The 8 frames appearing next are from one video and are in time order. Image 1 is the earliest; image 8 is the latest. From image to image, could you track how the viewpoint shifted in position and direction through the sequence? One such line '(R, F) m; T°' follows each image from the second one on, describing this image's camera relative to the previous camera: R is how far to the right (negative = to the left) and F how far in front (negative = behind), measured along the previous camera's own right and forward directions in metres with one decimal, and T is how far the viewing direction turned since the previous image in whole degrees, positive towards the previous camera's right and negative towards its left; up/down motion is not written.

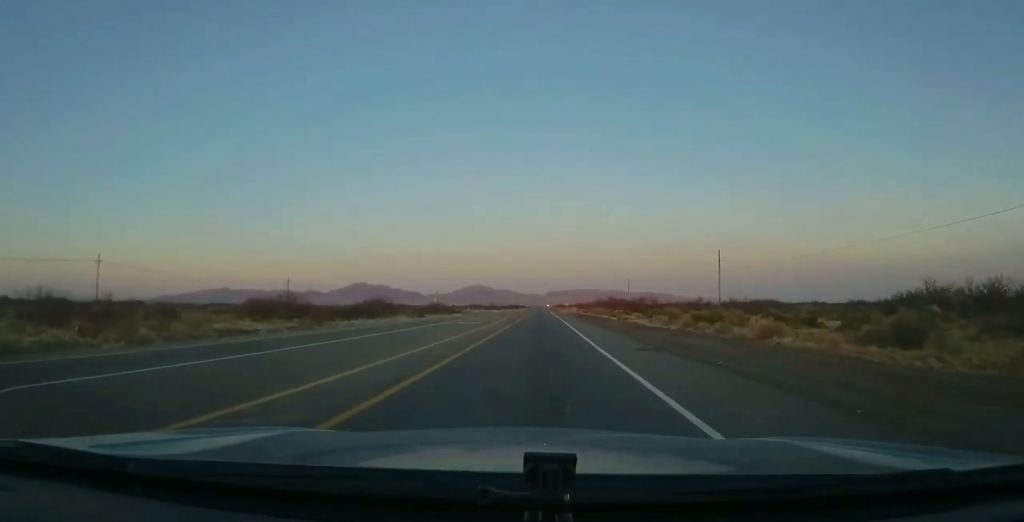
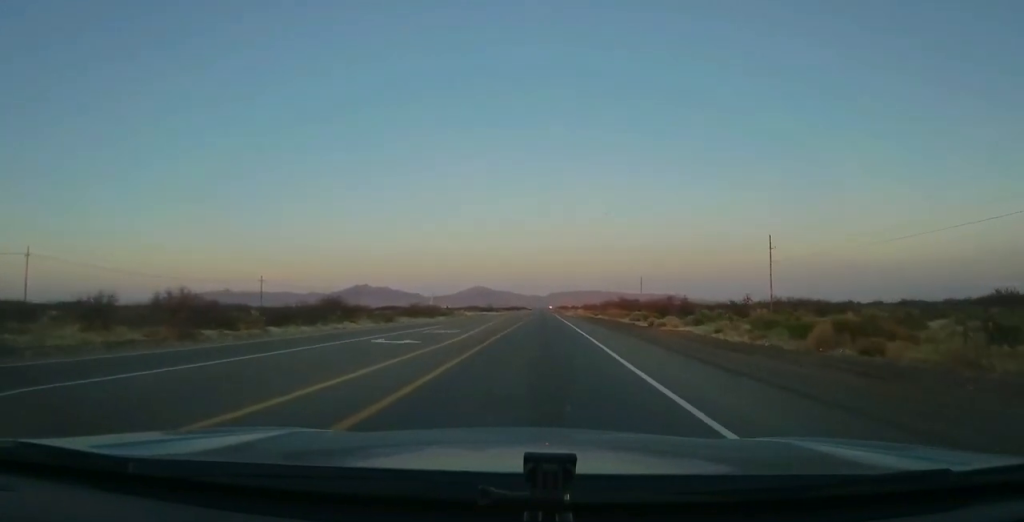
(0.0, +20.8) m; 0°
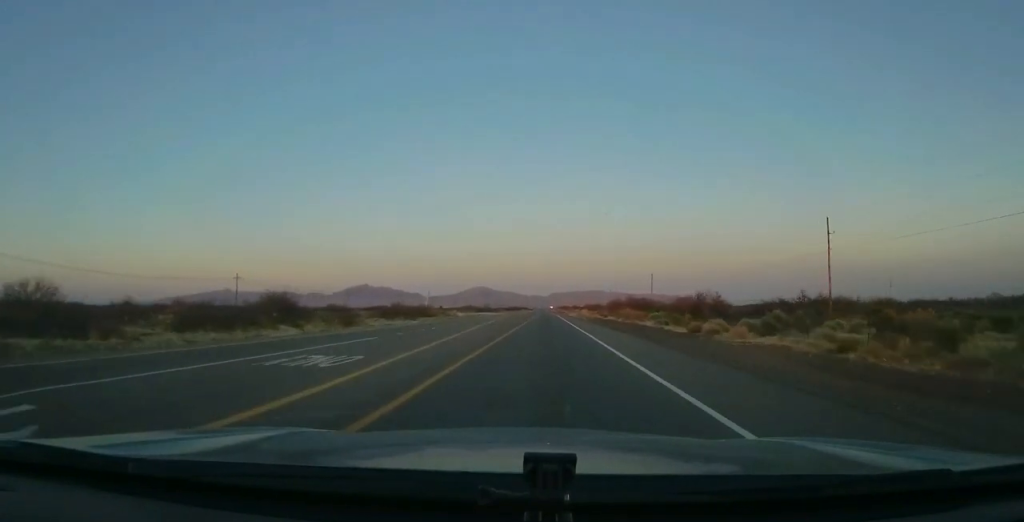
(-0.3, +15.6) m; 0°
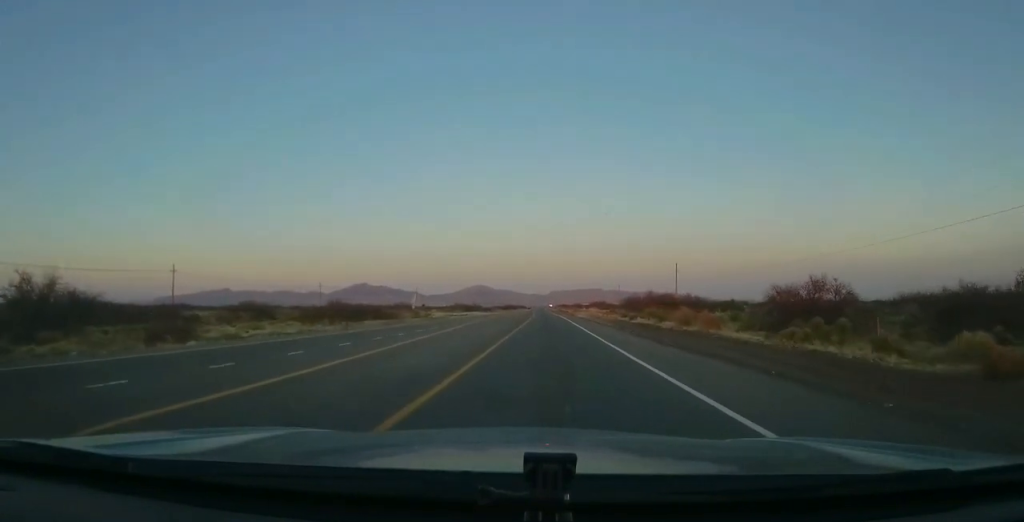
(+0.3, +29.7) m; -1°
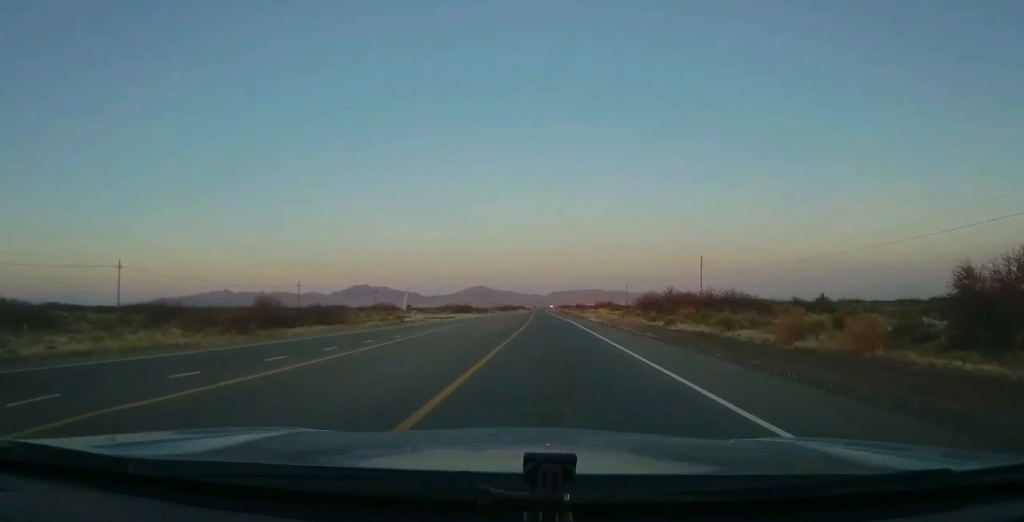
(-0.3, +19.9) m; -2°
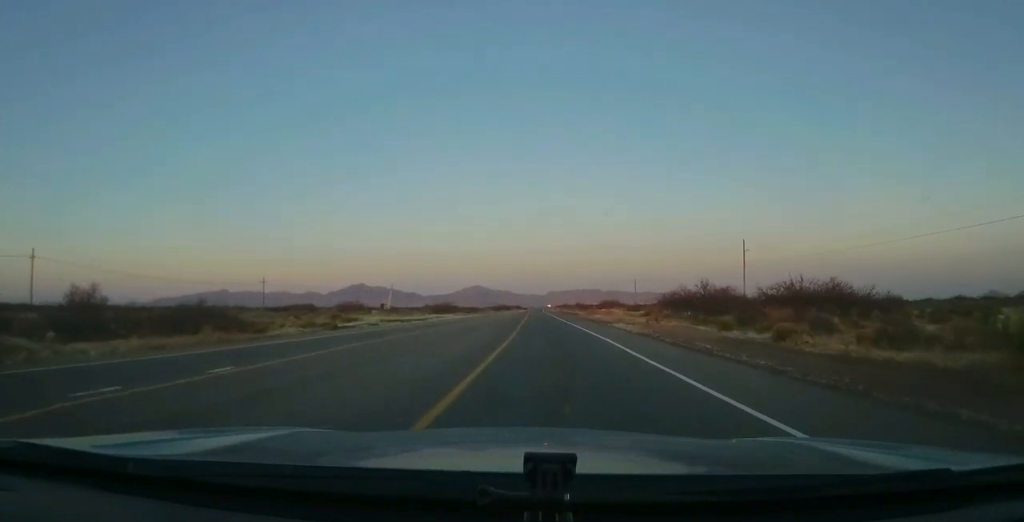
(-0.5, +24.4) m; 0°
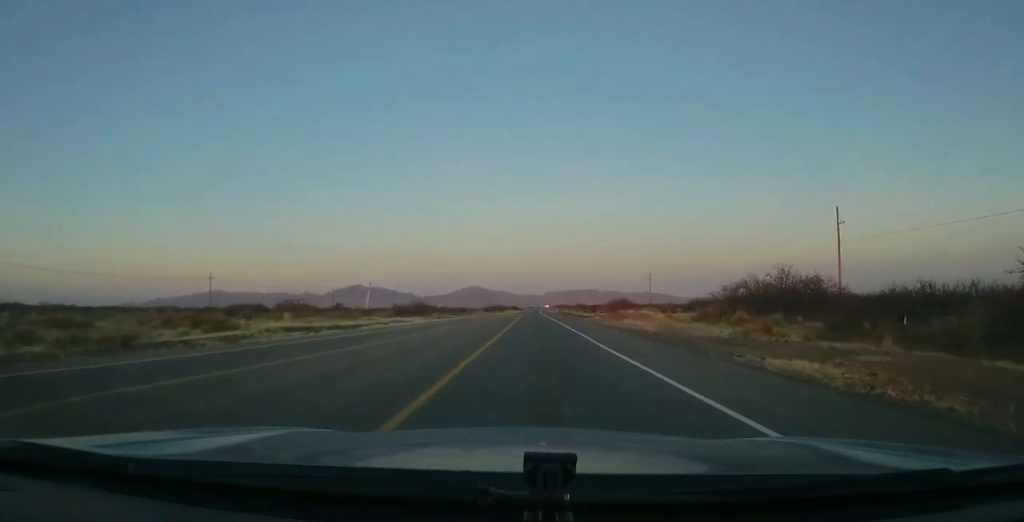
(+1.0, +28.9) m; +2°
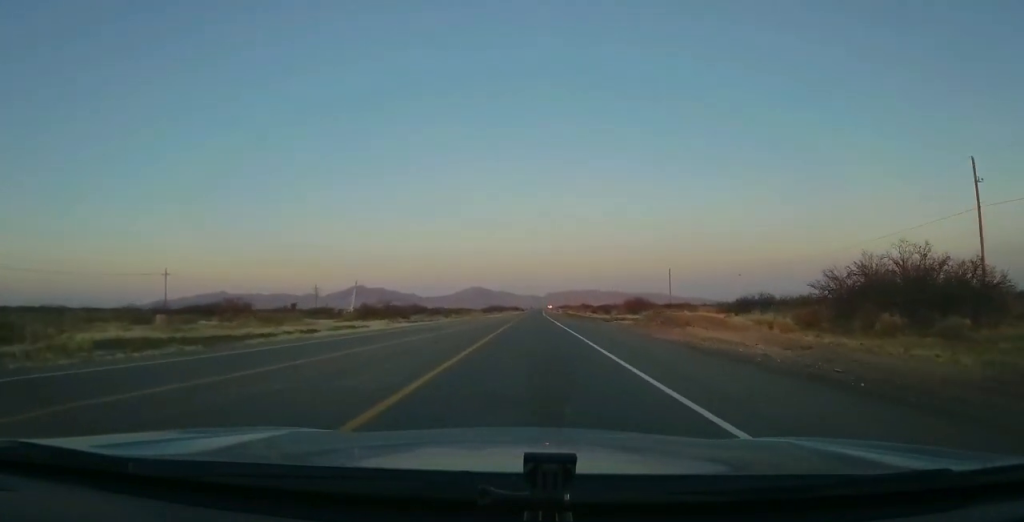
(+0.1, +20.8) m; -1°
